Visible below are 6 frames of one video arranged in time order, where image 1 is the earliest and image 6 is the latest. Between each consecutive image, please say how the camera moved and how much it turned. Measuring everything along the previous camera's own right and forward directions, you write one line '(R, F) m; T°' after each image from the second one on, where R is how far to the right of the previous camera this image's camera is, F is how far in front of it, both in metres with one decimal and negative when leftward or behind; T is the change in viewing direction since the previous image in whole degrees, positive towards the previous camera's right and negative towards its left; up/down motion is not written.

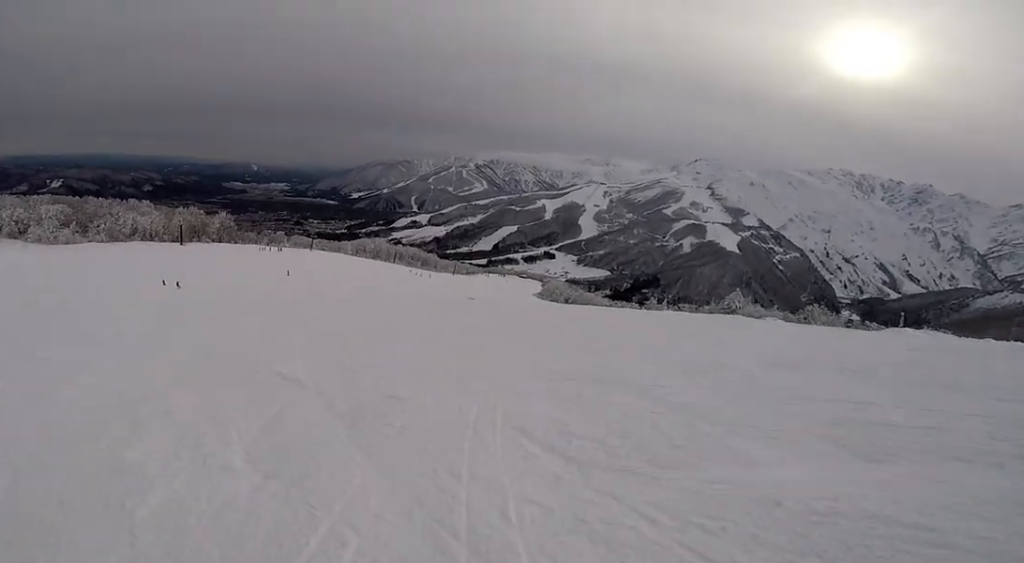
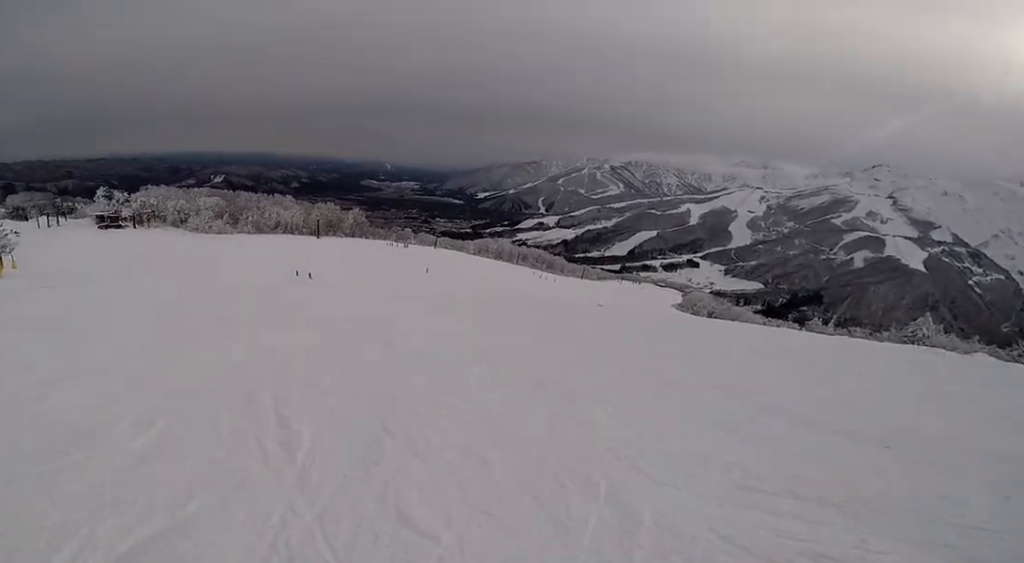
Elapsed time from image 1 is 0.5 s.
(+0.8, +2.5) m; -6°
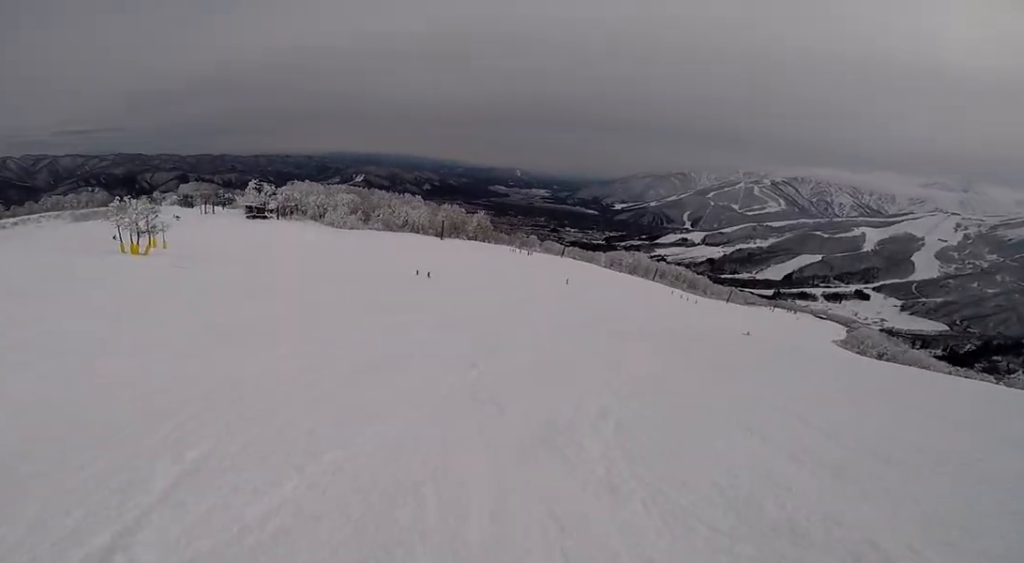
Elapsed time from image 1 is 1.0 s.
(-0.5, +2.6) m; -16°
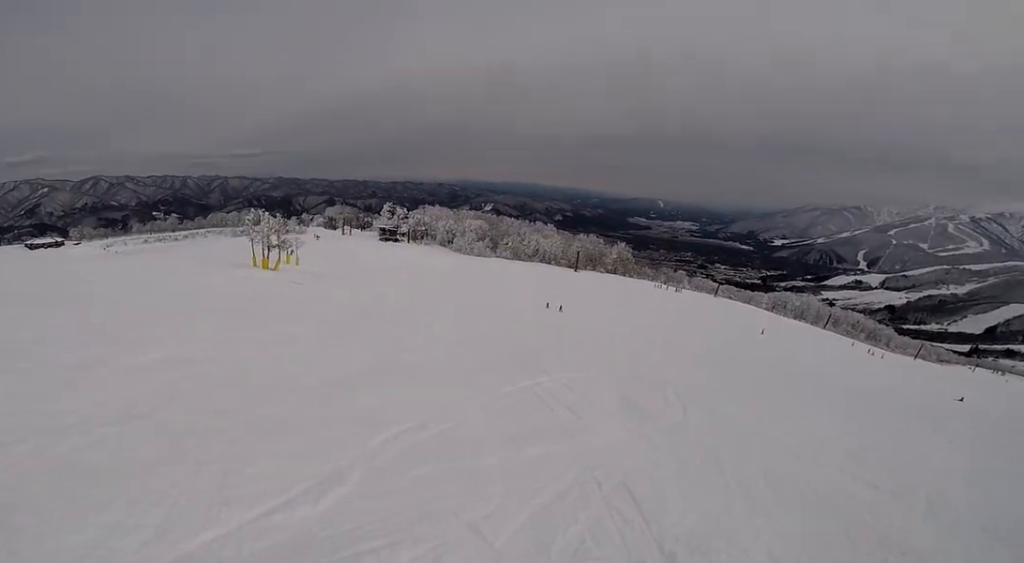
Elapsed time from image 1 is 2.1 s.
(-2.0, +5.2) m; -26°
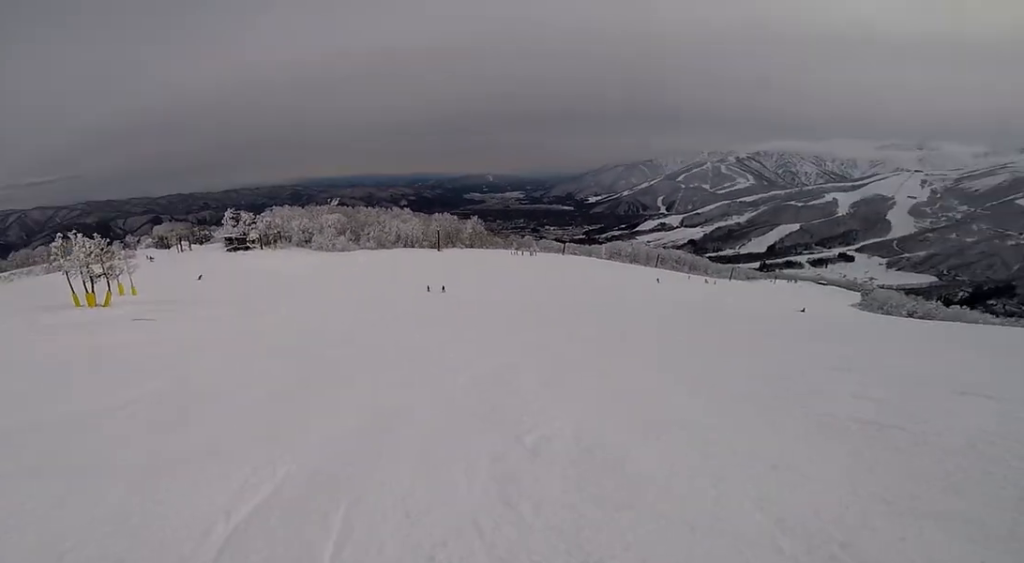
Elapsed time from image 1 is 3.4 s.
(+0.1, +7.4) m; +20°
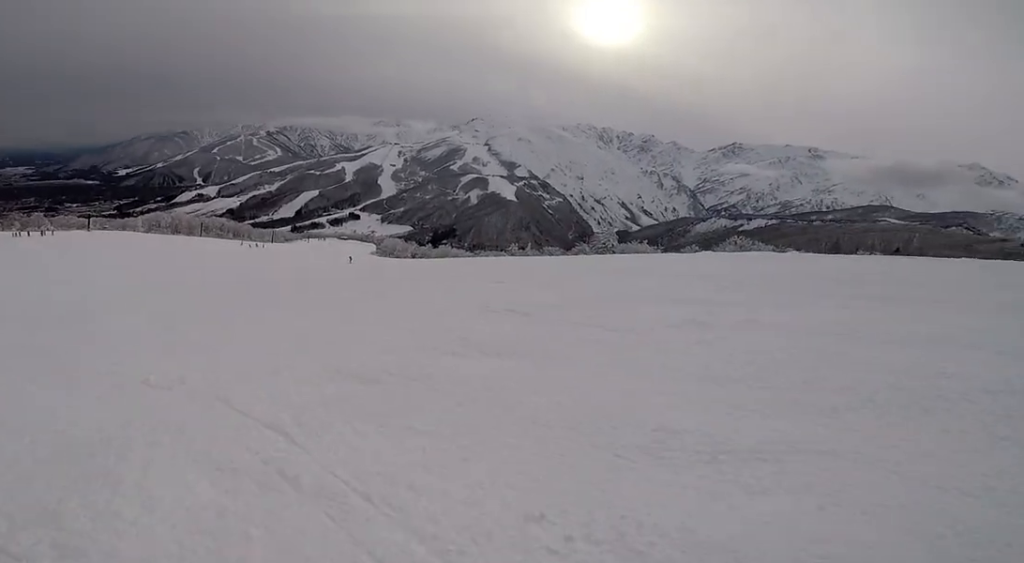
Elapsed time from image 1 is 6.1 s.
(+7.2, +11.7) m; +53°
